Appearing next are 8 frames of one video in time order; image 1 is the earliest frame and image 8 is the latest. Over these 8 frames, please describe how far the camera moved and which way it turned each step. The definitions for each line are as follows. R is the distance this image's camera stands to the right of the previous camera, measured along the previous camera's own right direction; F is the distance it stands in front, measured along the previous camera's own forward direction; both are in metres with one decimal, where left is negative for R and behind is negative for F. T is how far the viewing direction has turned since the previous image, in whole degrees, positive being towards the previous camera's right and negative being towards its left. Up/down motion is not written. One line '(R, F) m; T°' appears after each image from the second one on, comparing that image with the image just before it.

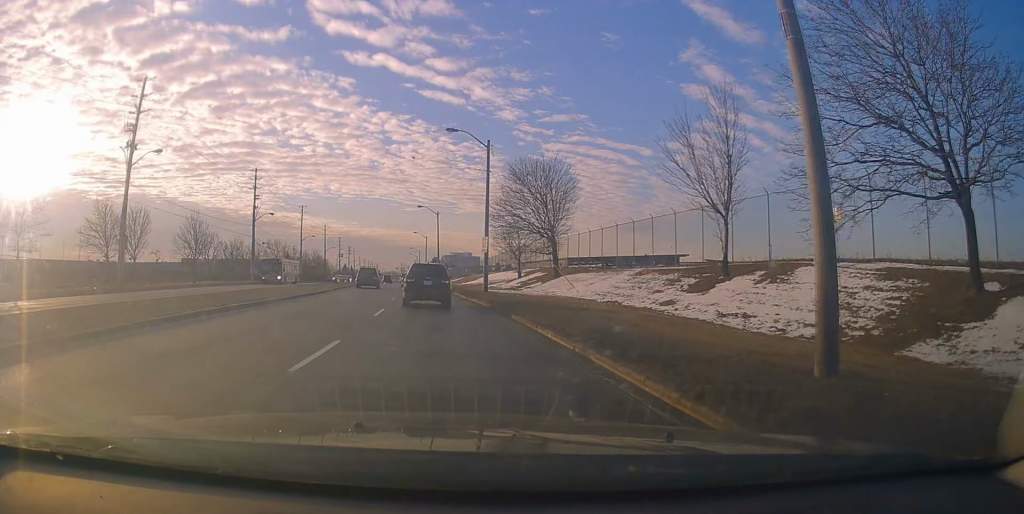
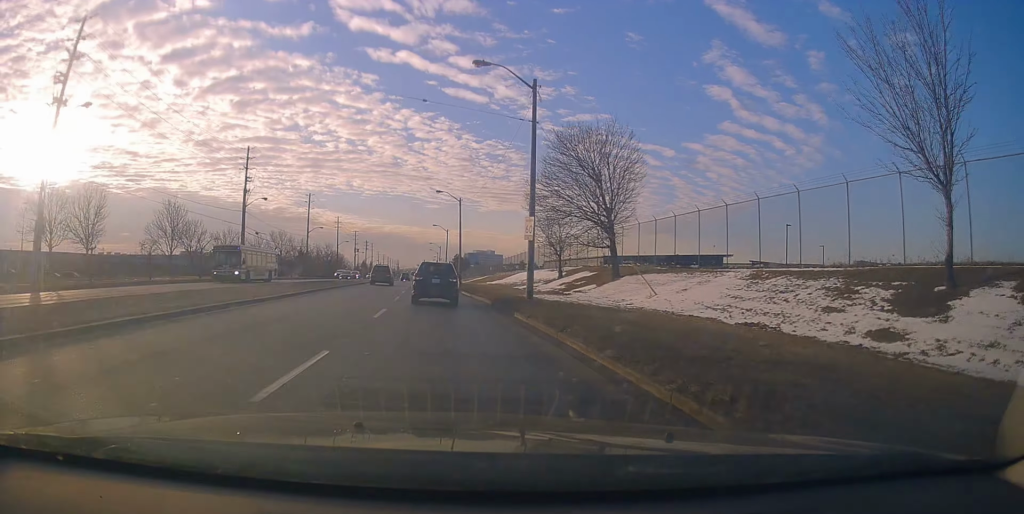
(-0.1, +11.3) m; -1°
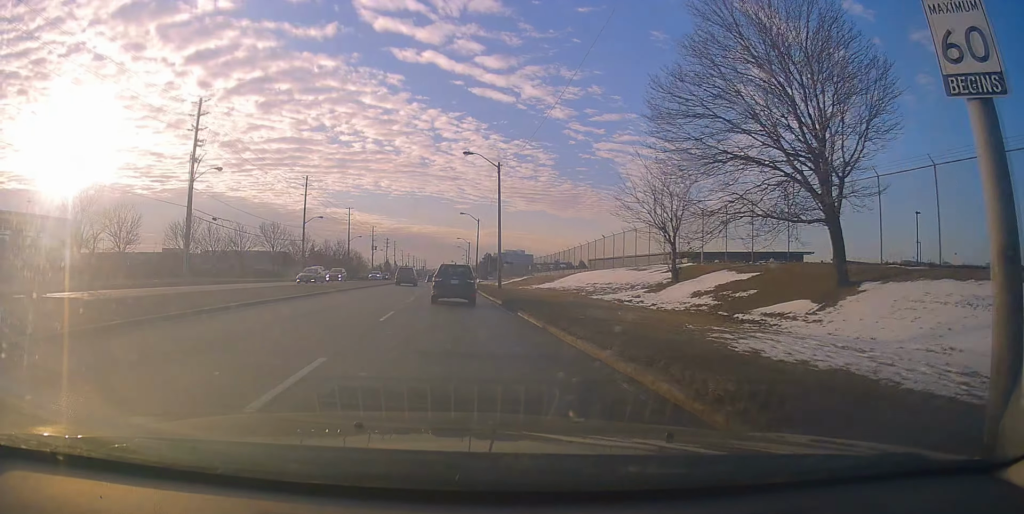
(0.0, +19.8) m; -2°
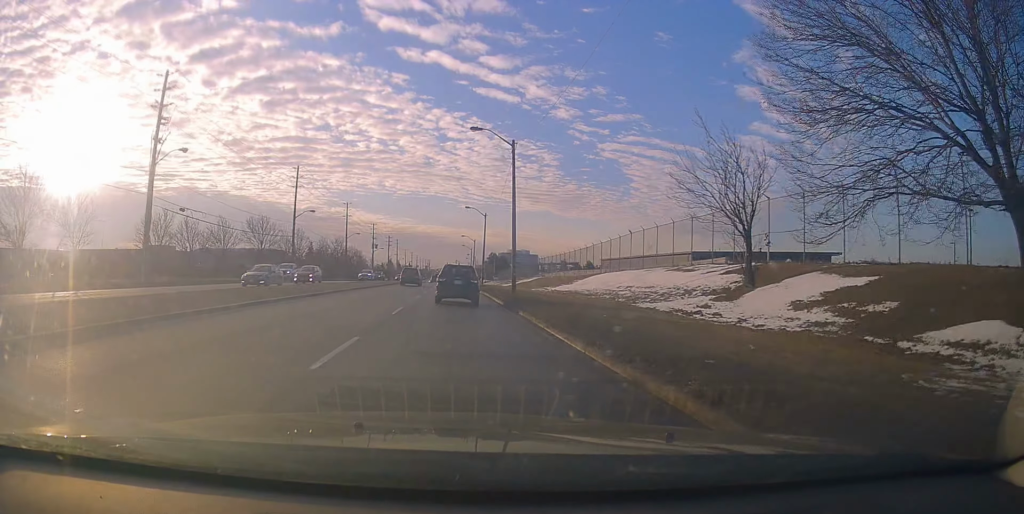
(-0.1, +7.1) m; -2°
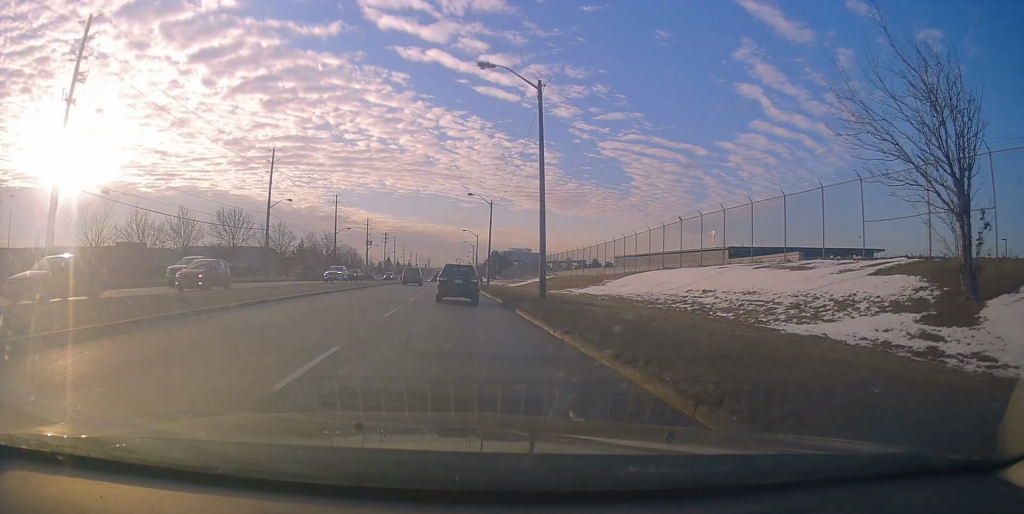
(-0.3, +10.7) m; -3°
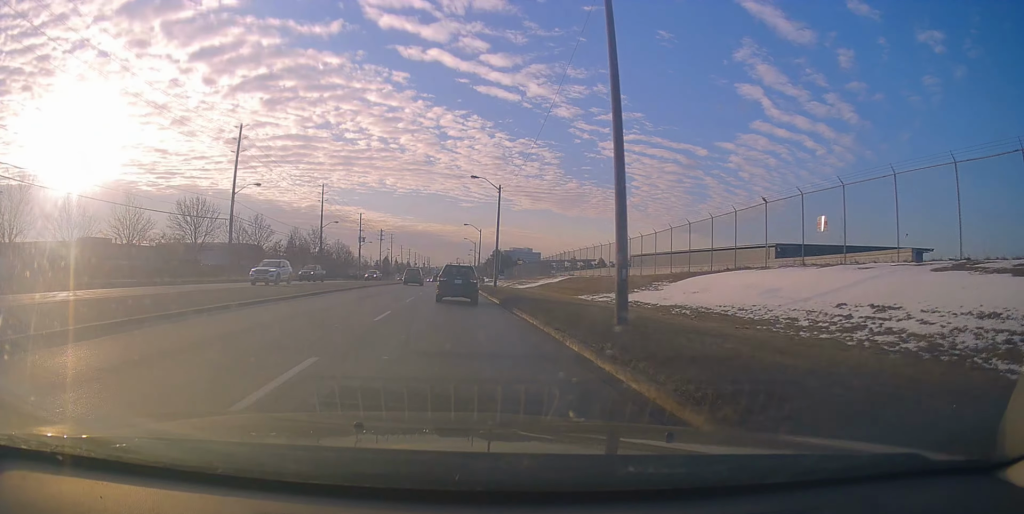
(-0.2, +10.8) m; +1°
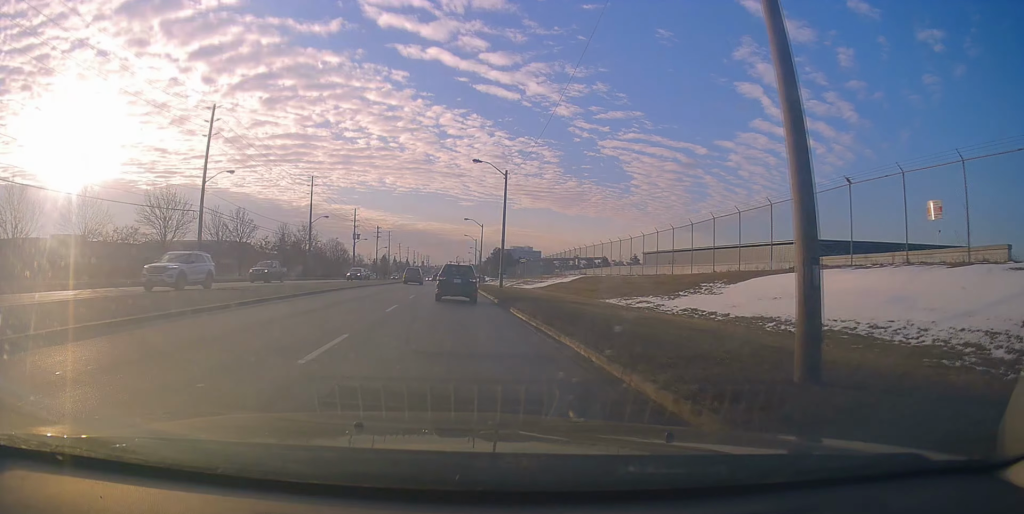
(-0.1, +6.6) m; +1°
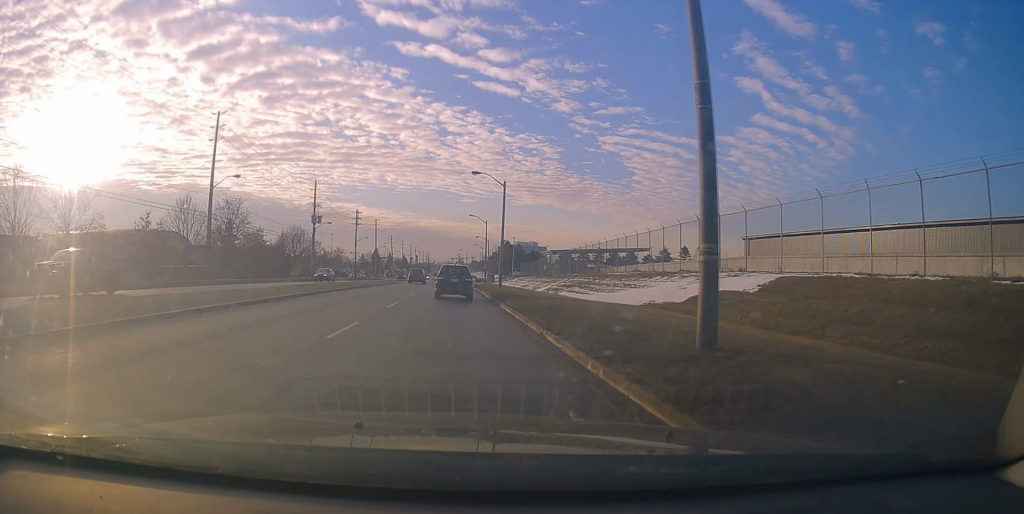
(-0.1, +35.0) m; -2°
